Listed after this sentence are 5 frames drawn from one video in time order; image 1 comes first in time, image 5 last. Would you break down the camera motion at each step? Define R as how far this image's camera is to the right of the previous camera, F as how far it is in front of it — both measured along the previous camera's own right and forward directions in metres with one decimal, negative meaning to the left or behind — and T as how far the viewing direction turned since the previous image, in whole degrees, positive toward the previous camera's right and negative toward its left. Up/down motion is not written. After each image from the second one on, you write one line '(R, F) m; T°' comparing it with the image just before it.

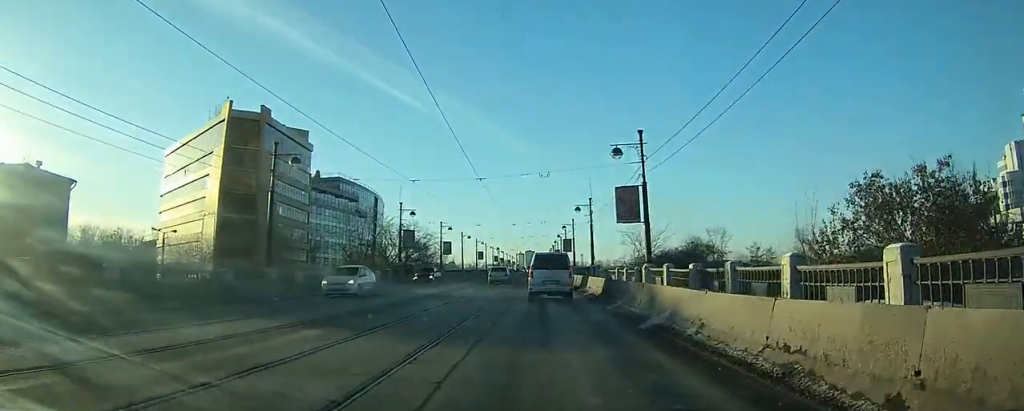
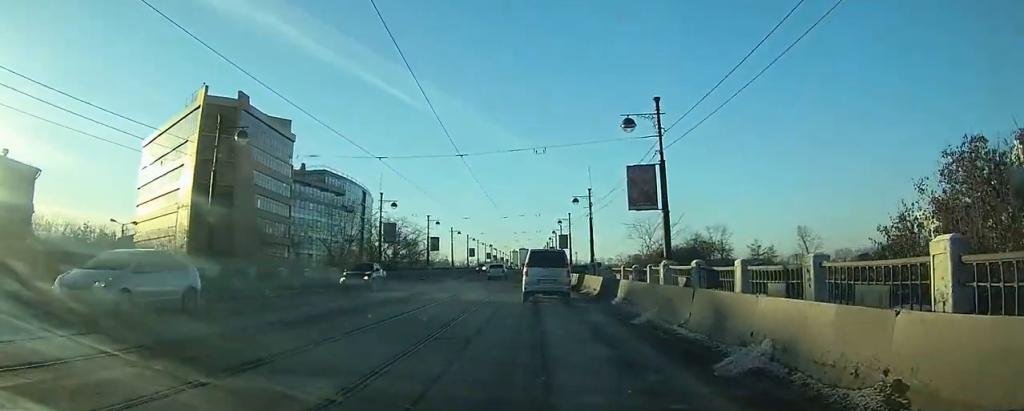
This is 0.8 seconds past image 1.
(+0.2, +5.7) m; +1°
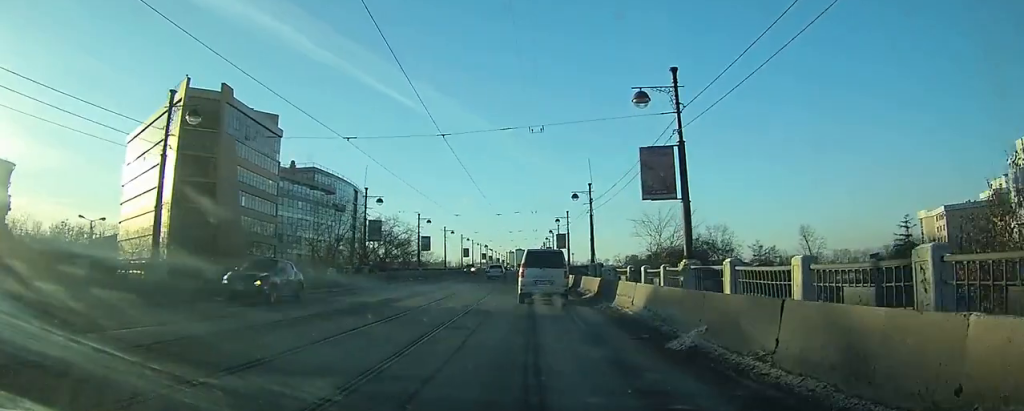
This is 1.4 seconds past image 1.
(0.0, +4.1) m; 0°
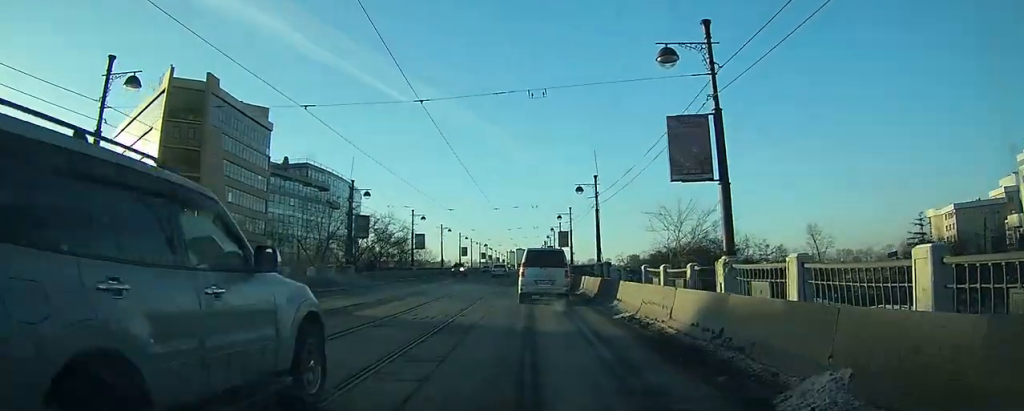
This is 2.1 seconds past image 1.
(0.0, +4.7) m; 0°
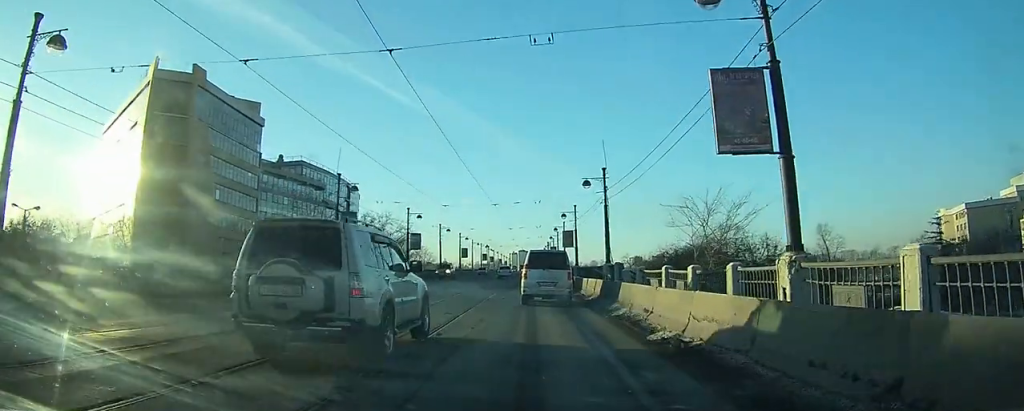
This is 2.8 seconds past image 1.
(0.0, +4.5) m; 0°
